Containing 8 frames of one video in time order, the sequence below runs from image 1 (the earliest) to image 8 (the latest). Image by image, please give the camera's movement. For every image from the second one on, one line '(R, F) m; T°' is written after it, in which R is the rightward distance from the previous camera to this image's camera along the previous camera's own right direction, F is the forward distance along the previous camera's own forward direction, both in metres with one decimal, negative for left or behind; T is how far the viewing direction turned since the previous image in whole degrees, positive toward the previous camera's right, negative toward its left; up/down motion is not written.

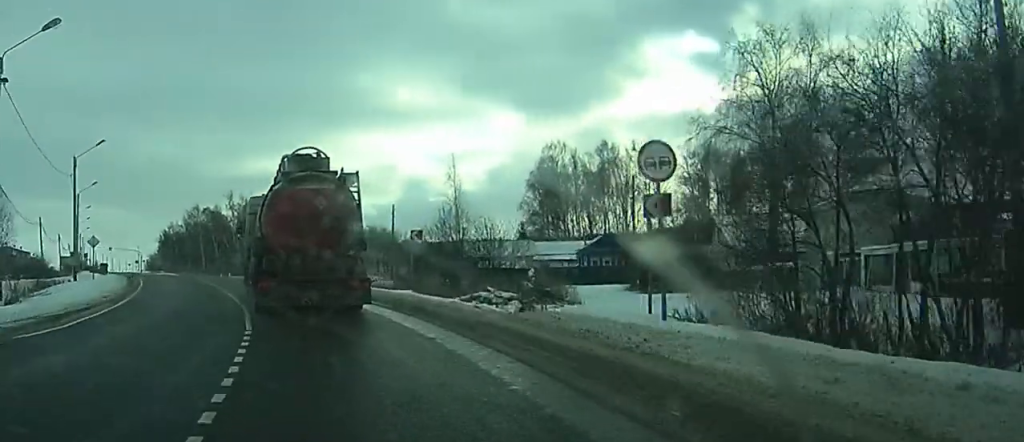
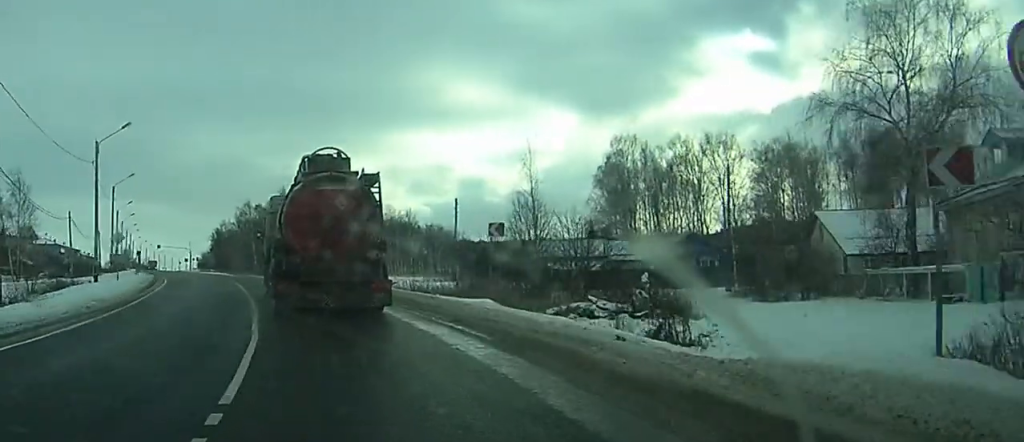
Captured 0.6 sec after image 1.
(0.0, +9.3) m; -2°
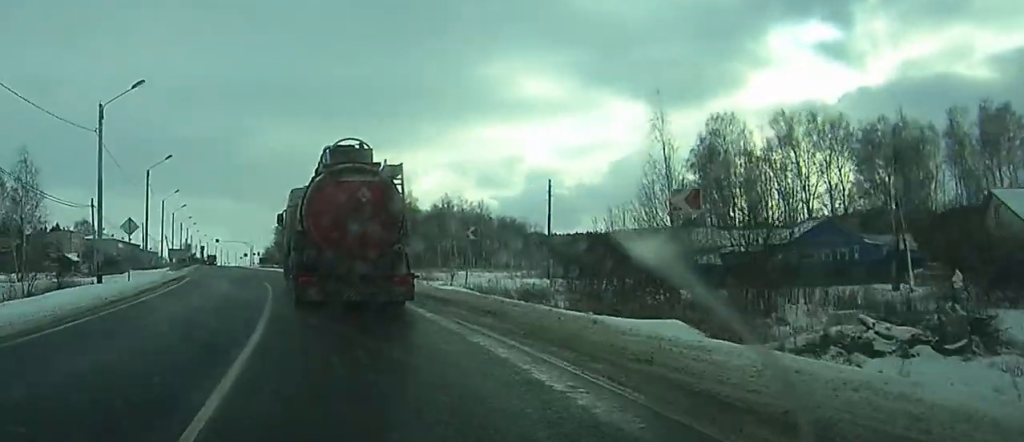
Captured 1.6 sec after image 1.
(-0.6, +14.2) m; -8°
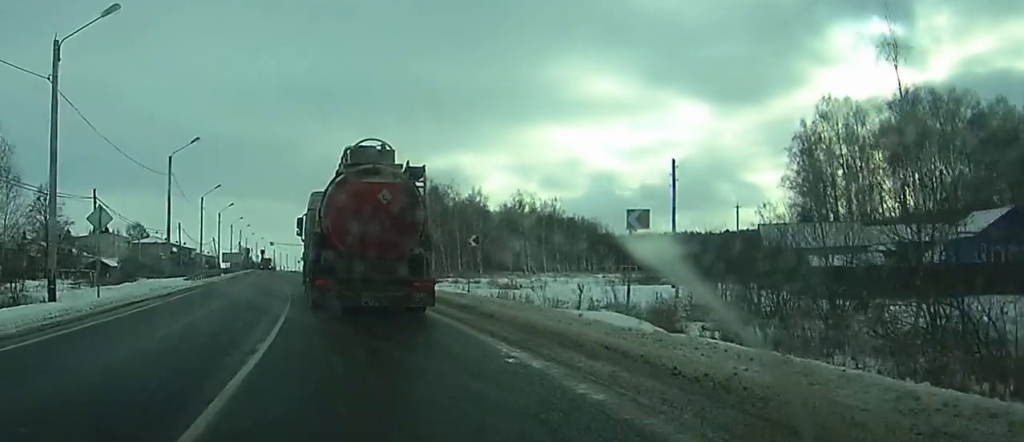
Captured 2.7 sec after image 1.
(-1.7, +15.2) m; -5°
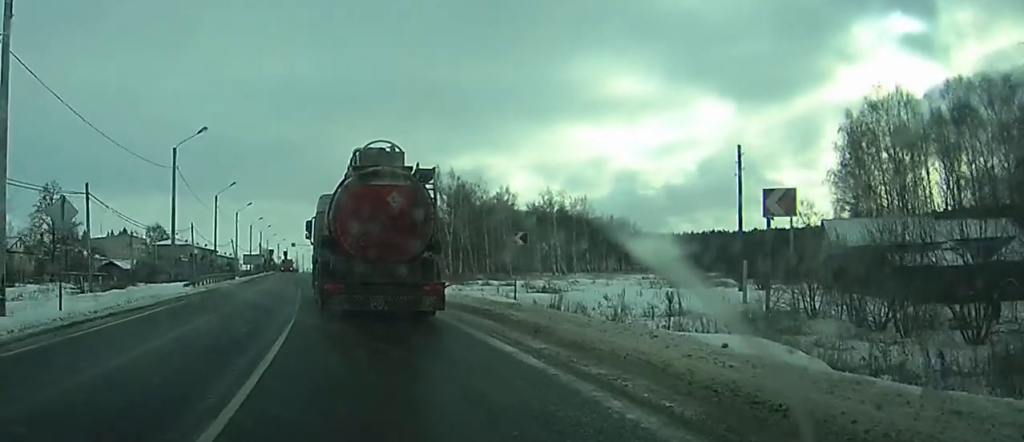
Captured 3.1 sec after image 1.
(+0.1, +6.7) m; 0°
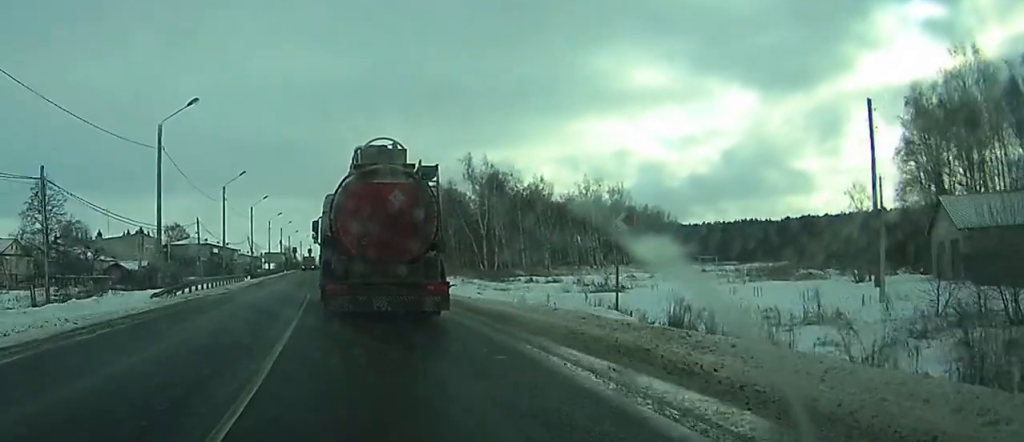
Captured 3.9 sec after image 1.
(+0.6, +11.8) m; +1°
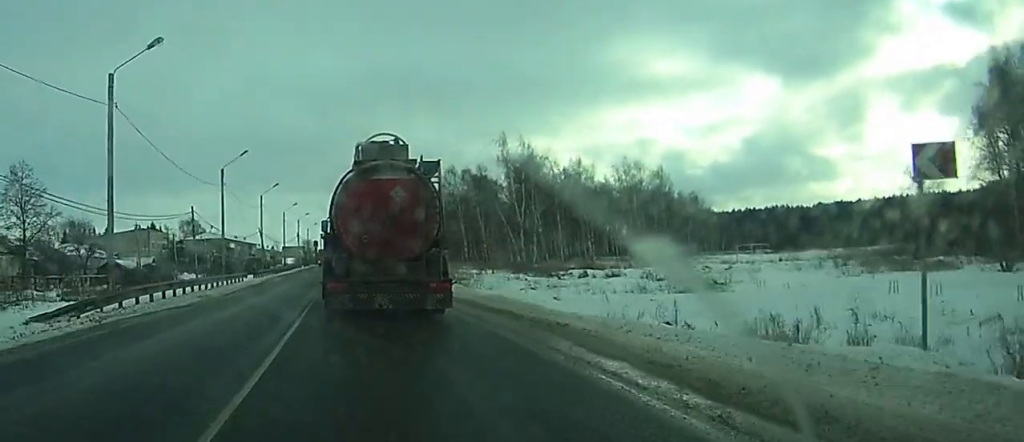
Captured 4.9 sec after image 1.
(-0.5, +15.2) m; -3°
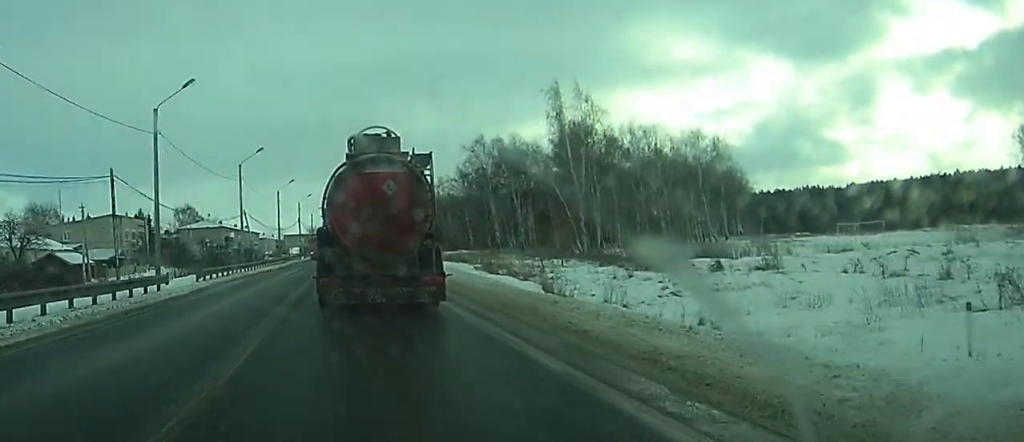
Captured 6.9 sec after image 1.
(+1.1, +33.7) m; +2°
